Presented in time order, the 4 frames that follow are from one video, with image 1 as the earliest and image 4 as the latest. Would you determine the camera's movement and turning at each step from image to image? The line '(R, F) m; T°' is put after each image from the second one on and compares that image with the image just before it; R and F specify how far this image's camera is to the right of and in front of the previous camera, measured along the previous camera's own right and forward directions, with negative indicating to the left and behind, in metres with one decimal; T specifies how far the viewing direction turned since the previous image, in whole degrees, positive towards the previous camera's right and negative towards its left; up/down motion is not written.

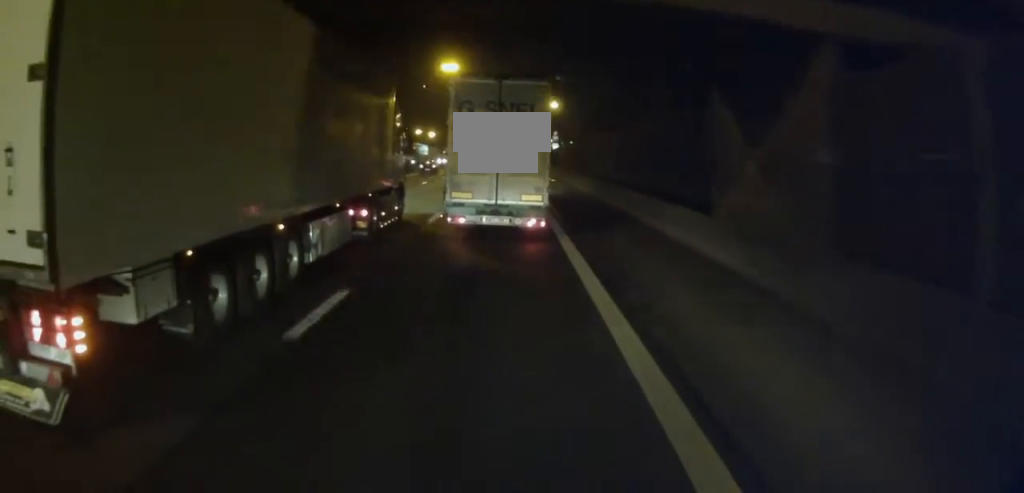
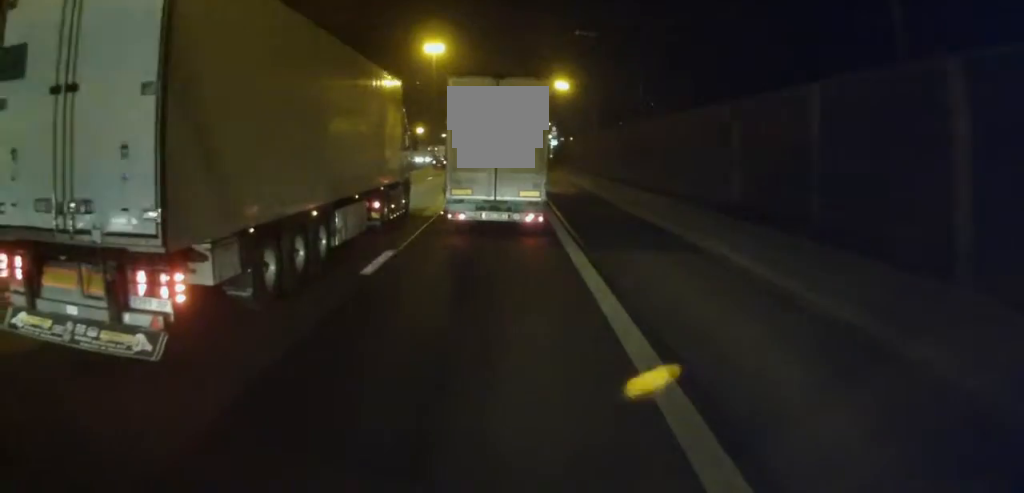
(-0.3, +21.2) m; 0°
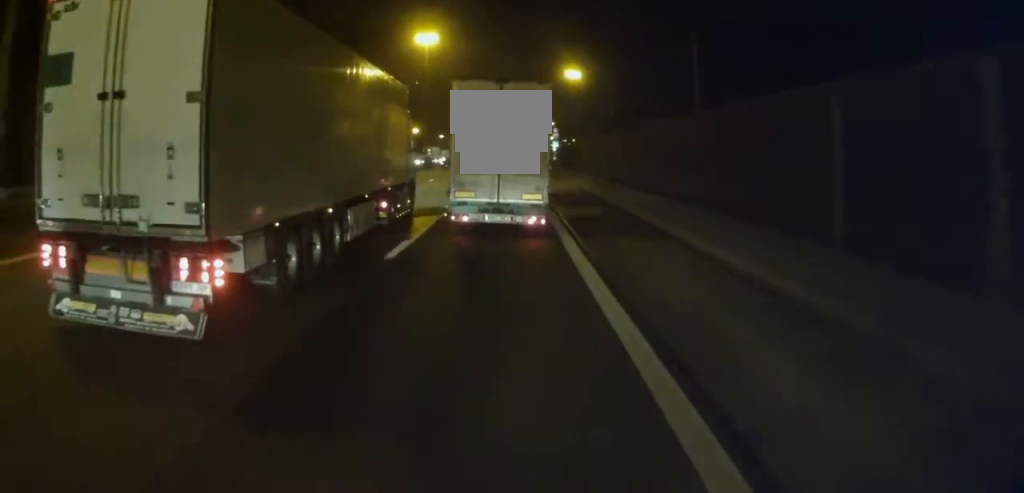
(-0.1, +11.0) m; 0°
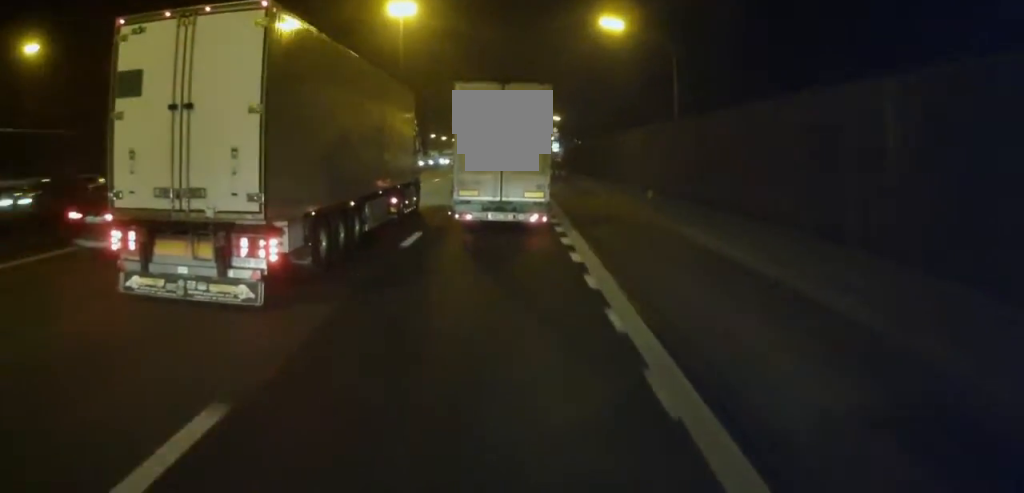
(+0.5, +22.0) m; +1°
